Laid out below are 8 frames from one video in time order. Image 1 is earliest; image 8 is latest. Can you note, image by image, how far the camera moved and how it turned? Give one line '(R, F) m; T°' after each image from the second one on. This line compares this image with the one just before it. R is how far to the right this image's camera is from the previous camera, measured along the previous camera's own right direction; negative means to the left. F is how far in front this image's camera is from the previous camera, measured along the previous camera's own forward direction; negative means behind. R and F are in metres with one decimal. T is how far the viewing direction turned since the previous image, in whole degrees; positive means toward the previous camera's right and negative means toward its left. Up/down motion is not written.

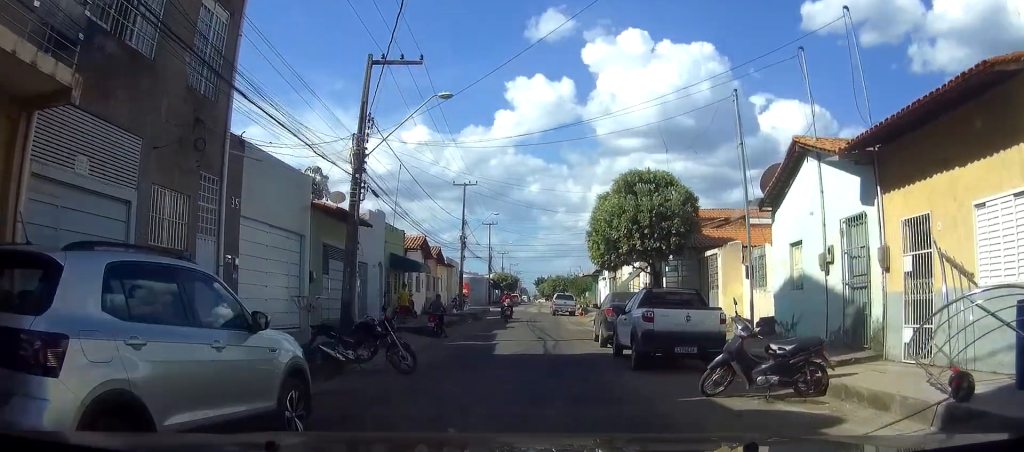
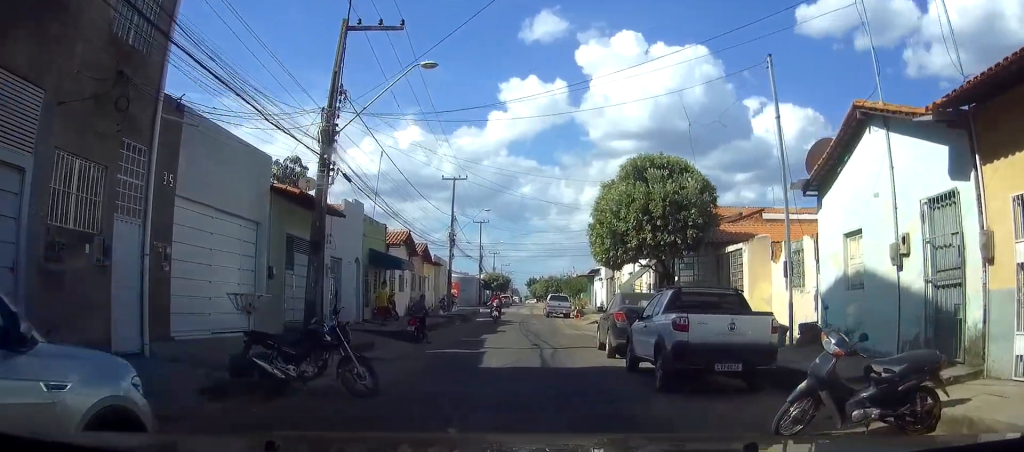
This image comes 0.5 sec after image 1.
(+0.1, +3.2) m; -1°
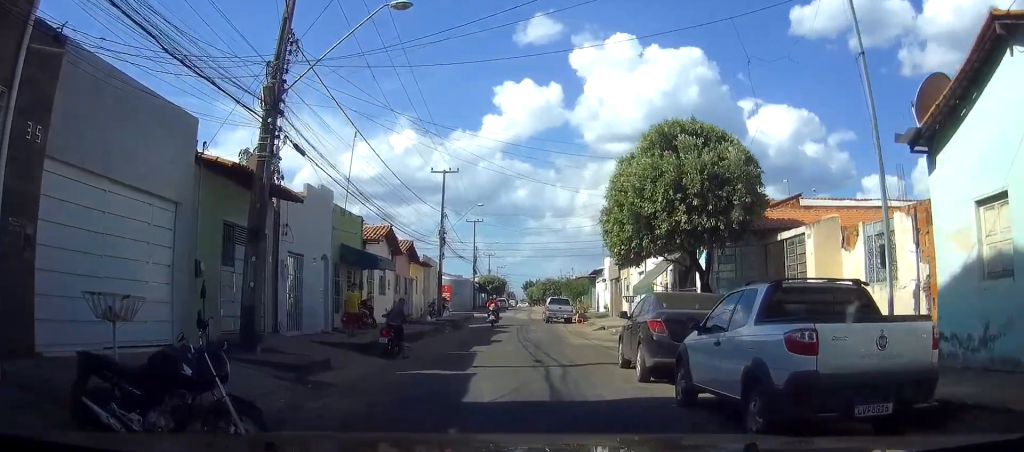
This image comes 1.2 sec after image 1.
(0.0, +4.2) m; -3°
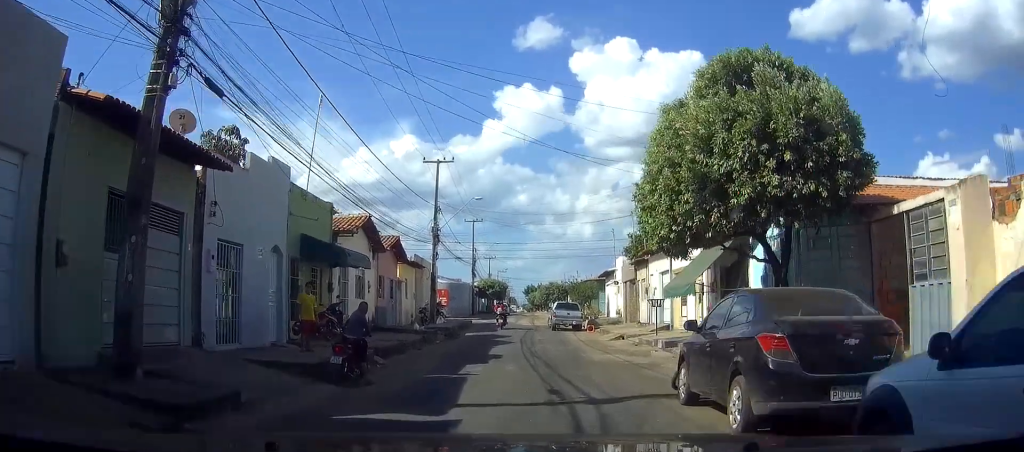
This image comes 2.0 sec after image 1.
(-0.2, +5.0) m; -5°
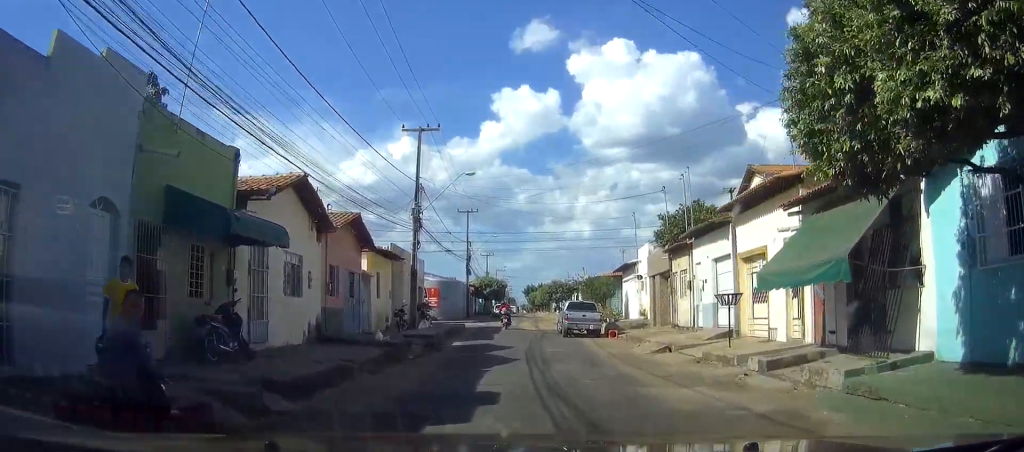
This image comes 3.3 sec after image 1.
(-0.3, +8.6) m; -1°
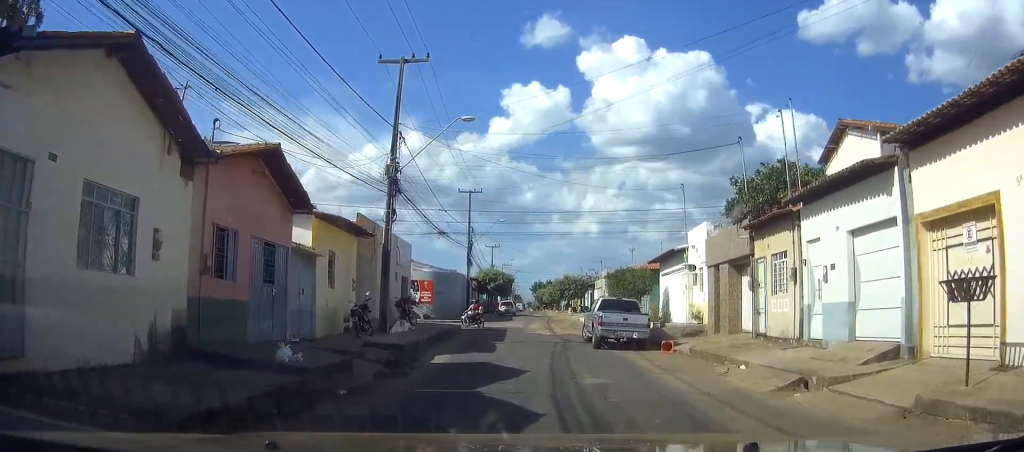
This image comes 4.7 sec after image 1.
(+0.2, +9.1) m; +1°
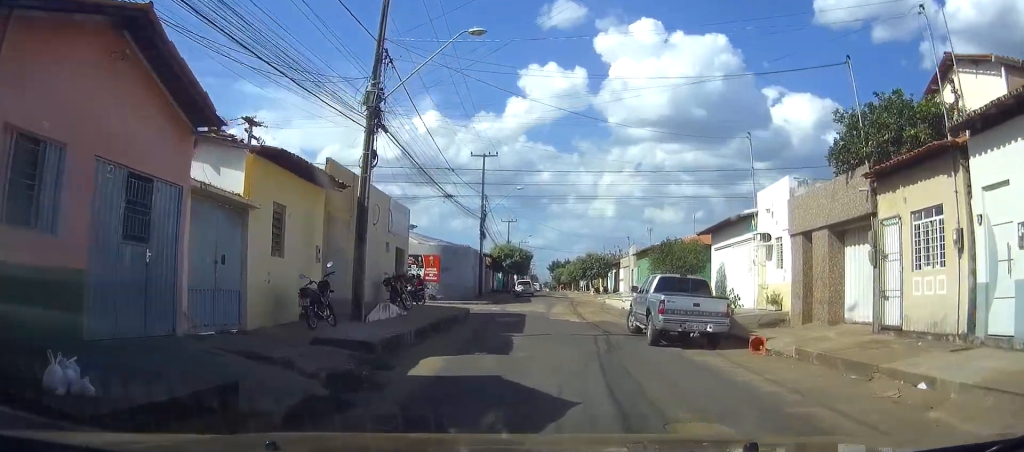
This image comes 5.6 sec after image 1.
(-0.1, +6.4) m; -1°
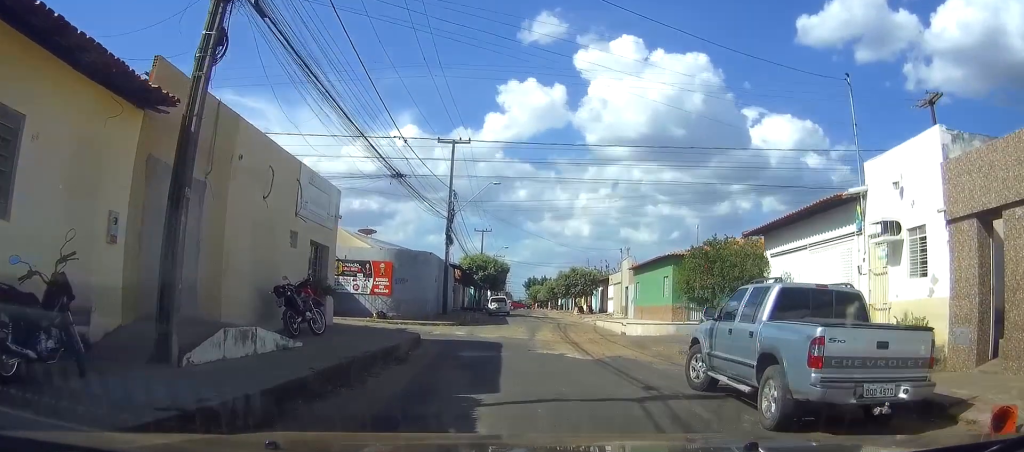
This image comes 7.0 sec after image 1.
(-0.1, +9.1) m; -2°
